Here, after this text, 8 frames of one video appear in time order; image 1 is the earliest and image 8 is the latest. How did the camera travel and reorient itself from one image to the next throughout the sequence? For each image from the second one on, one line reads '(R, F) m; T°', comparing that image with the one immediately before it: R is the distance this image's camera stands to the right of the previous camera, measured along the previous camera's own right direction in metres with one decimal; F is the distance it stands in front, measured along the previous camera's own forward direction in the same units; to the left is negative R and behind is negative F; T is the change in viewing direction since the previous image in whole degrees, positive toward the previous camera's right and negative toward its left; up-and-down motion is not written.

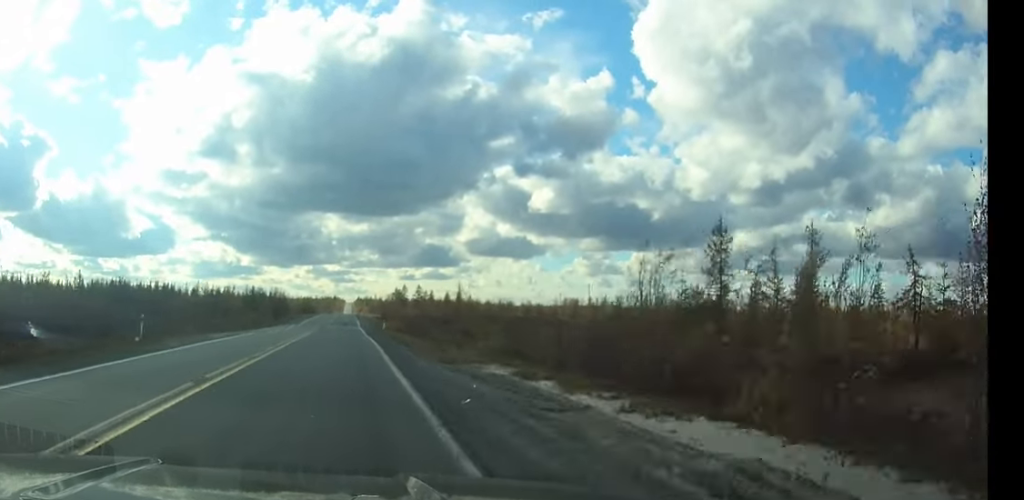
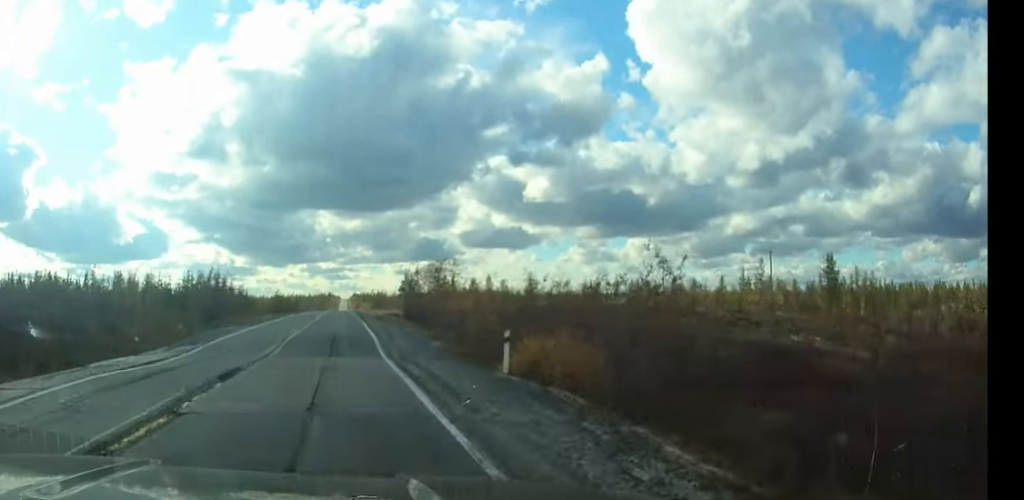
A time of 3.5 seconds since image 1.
(+0.2, +57.1) m; 0°
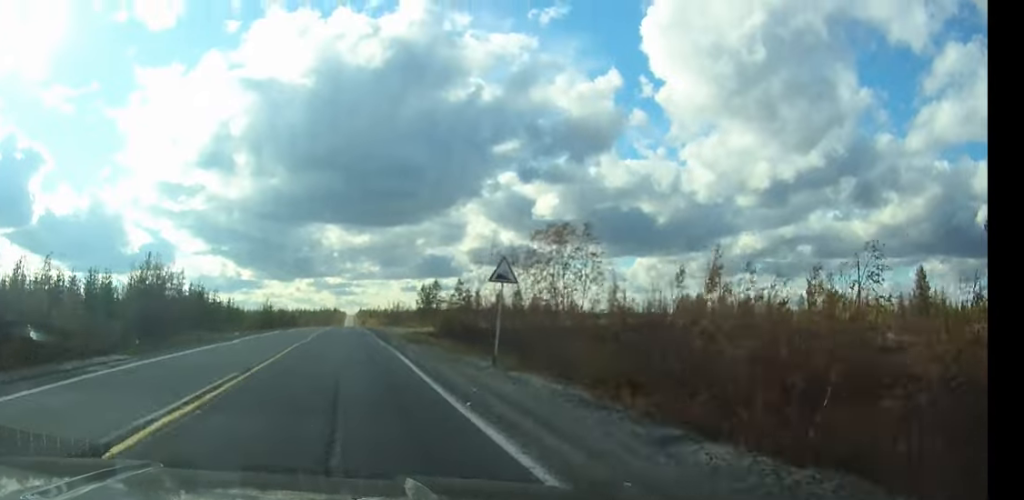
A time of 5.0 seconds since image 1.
(-0.2, +24.2) m; 0°
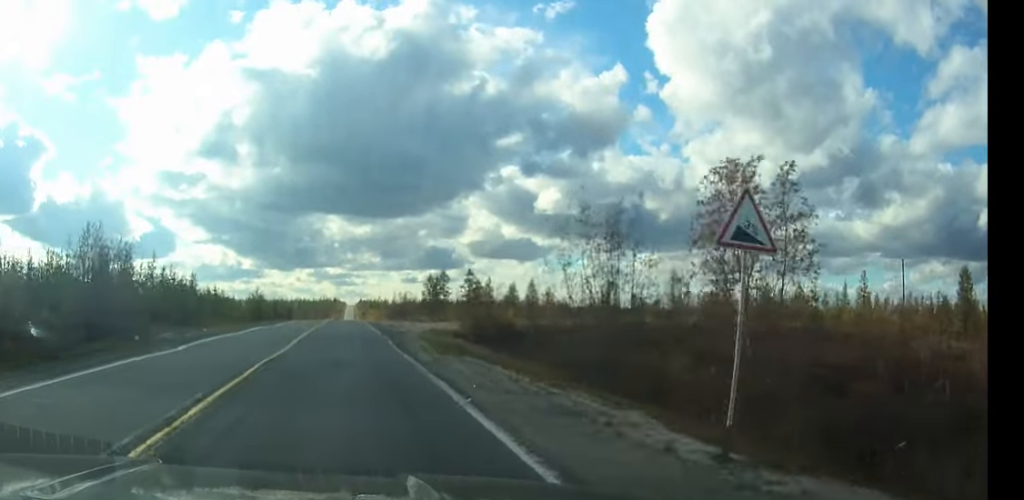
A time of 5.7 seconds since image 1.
(0.0, +11.5) m; 0°
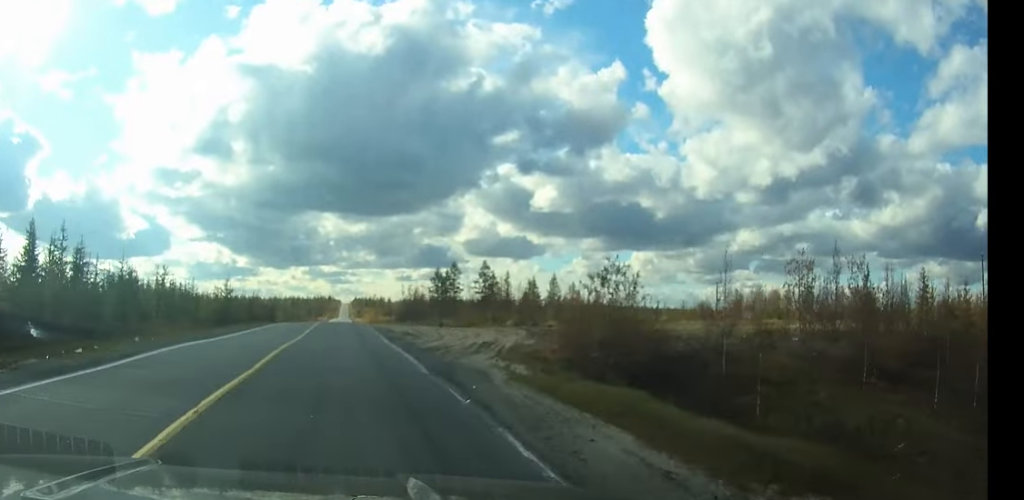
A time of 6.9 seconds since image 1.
(+0.1, +19.1) m; 0°
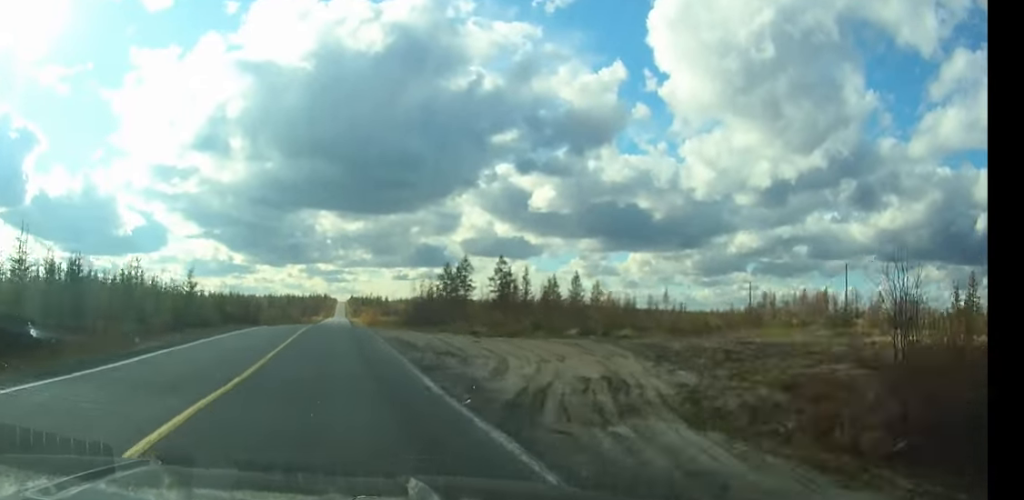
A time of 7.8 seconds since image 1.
(0.0, +14.3) m; 0°
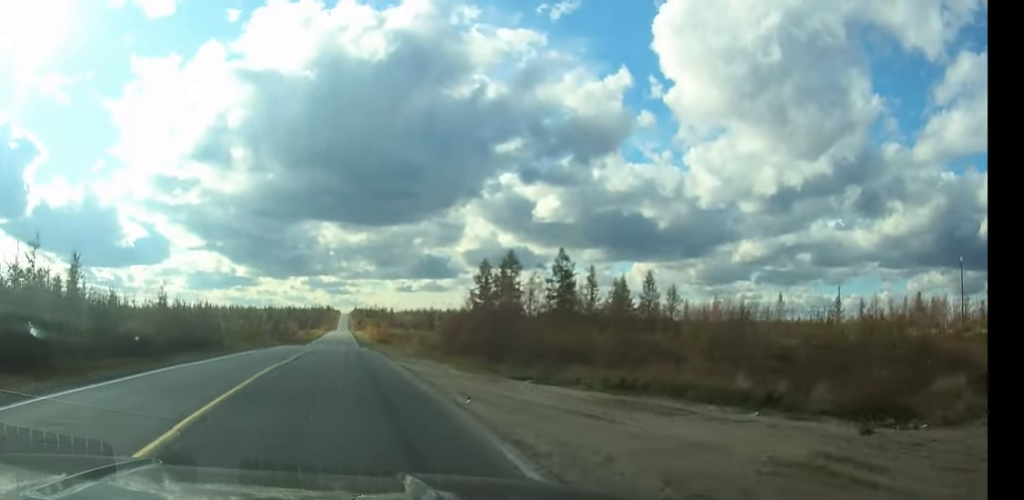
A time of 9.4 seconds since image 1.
(0.0, +28.4) m; 0°
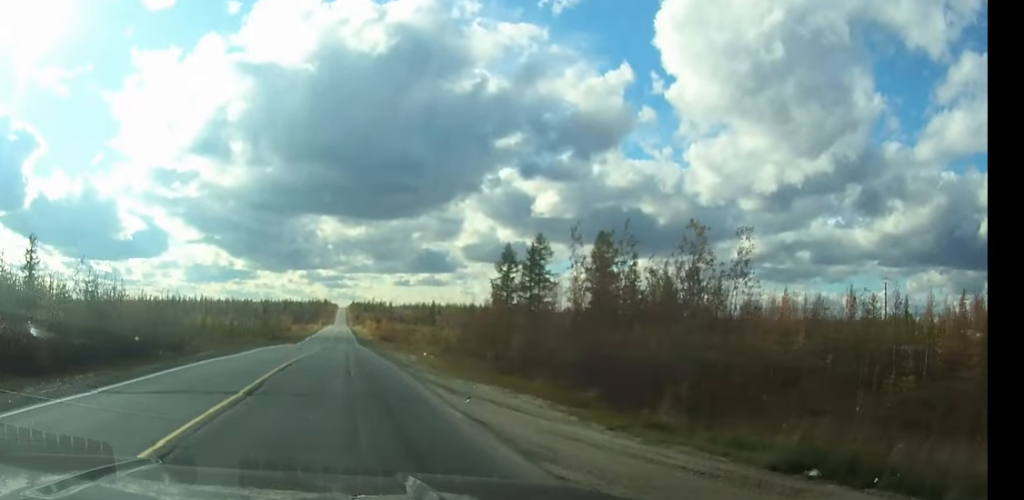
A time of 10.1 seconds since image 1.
(0.0, +12.6) m; 0°
